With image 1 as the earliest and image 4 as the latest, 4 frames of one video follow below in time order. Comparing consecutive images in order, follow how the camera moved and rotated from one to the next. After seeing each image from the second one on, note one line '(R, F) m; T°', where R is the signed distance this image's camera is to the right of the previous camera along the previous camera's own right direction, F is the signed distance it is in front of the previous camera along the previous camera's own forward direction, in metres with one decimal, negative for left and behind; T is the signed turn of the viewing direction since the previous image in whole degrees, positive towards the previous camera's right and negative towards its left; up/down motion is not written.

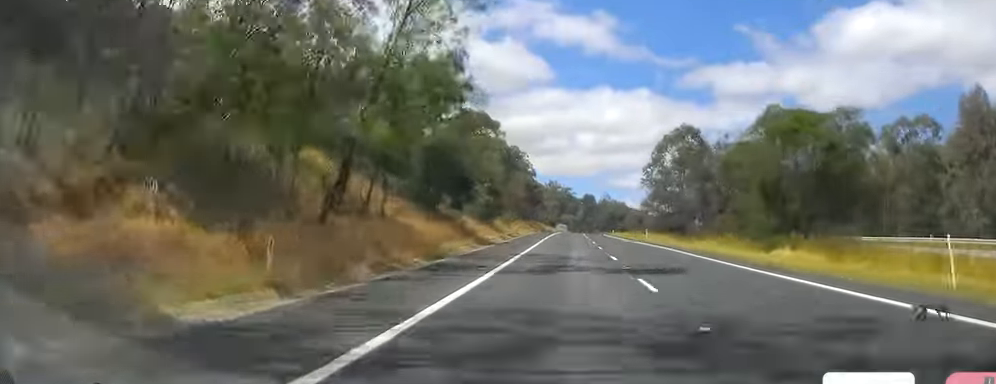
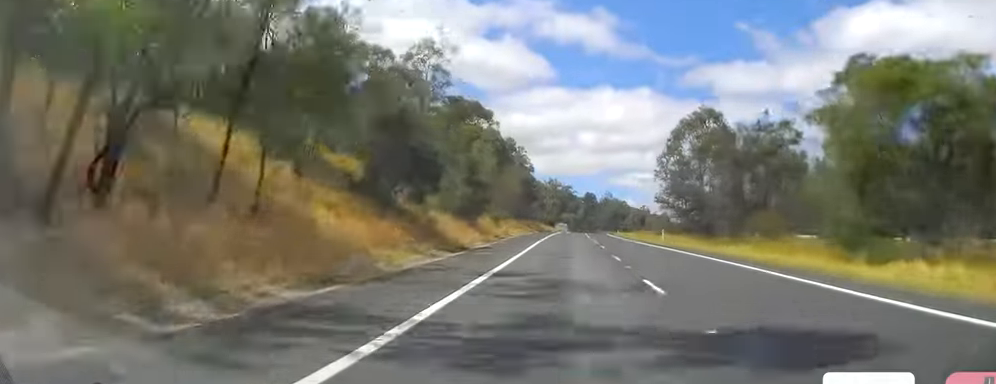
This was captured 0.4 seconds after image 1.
(+0.3, +12.7) m; 0°
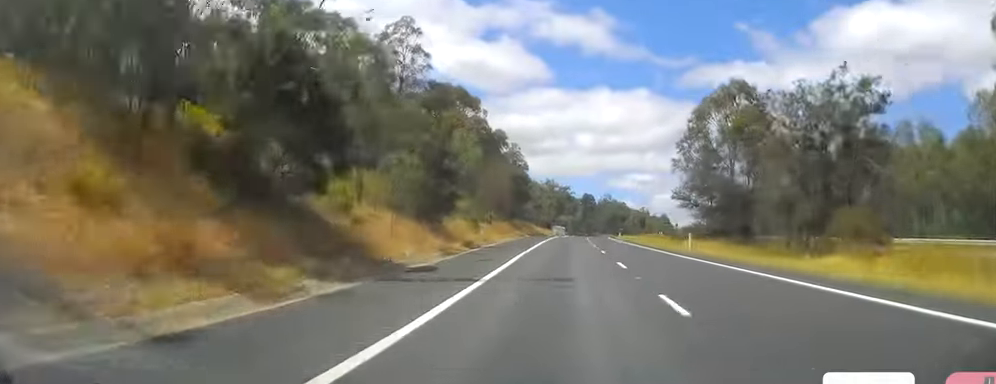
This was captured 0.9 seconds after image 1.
(-0.2, +14.7) m; 0°
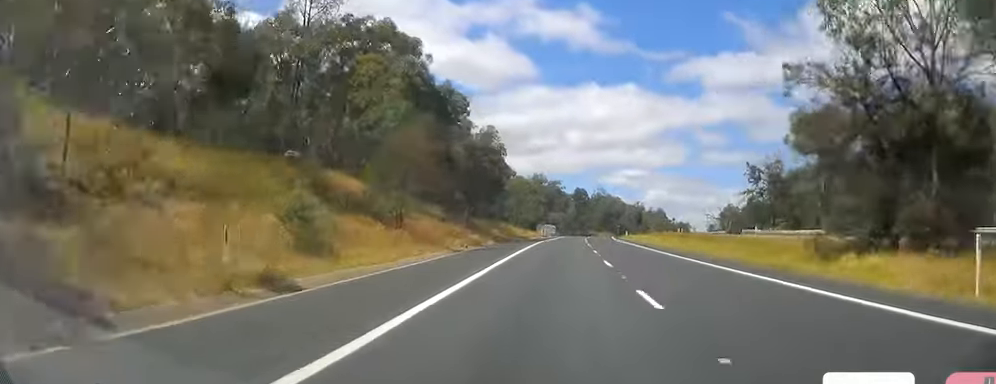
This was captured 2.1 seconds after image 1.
(+0.1, +35.3) m; 0°
